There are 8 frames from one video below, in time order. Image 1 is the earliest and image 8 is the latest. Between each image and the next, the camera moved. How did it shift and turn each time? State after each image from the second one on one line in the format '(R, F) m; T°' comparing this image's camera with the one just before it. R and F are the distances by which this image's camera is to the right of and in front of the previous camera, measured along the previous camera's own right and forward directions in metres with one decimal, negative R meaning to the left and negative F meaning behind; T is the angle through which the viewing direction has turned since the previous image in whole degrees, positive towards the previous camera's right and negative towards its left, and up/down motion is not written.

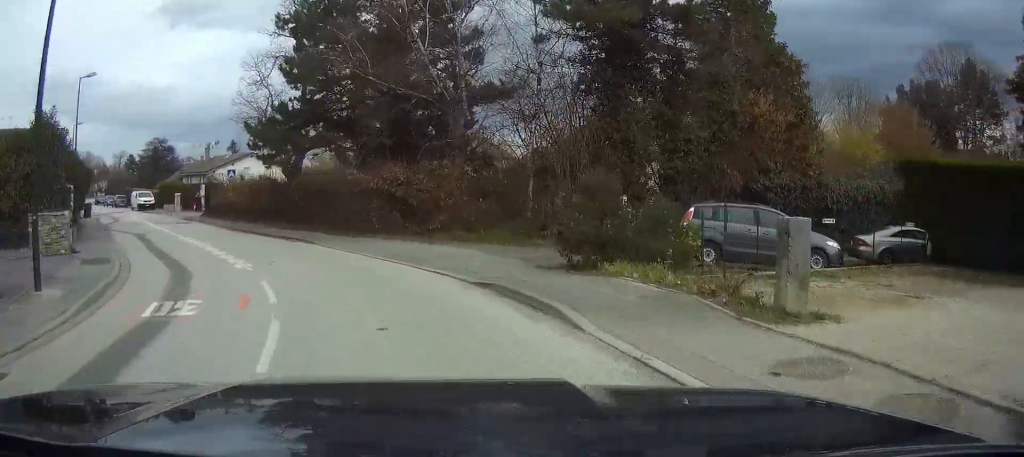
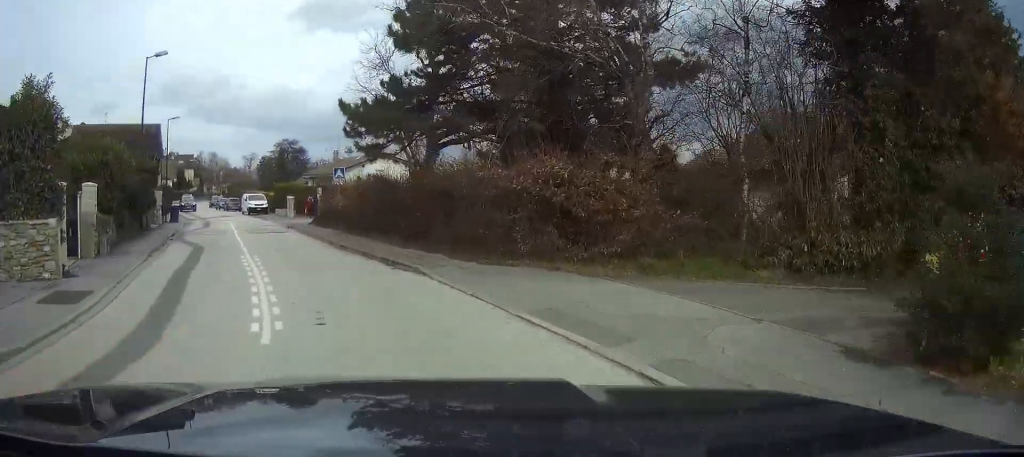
(-2.8, +7.2) m; -27°
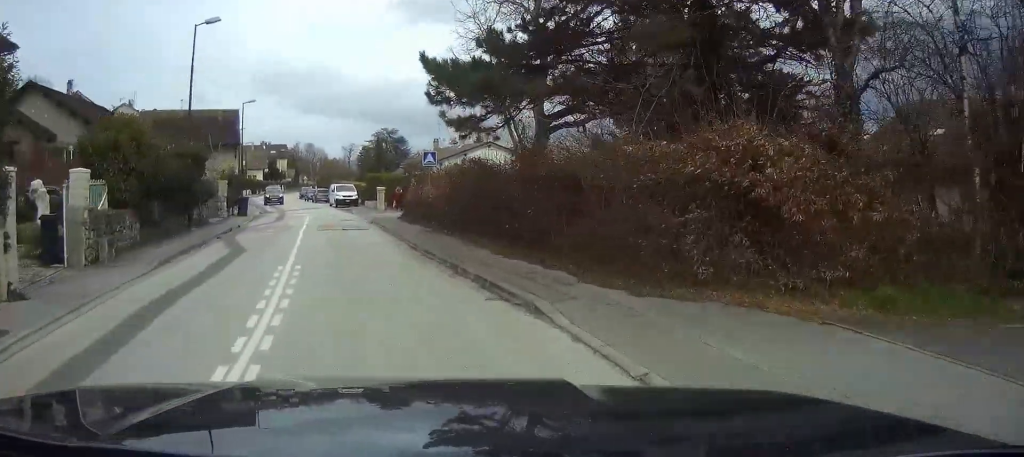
(-1.9, +6.2) m; -15°
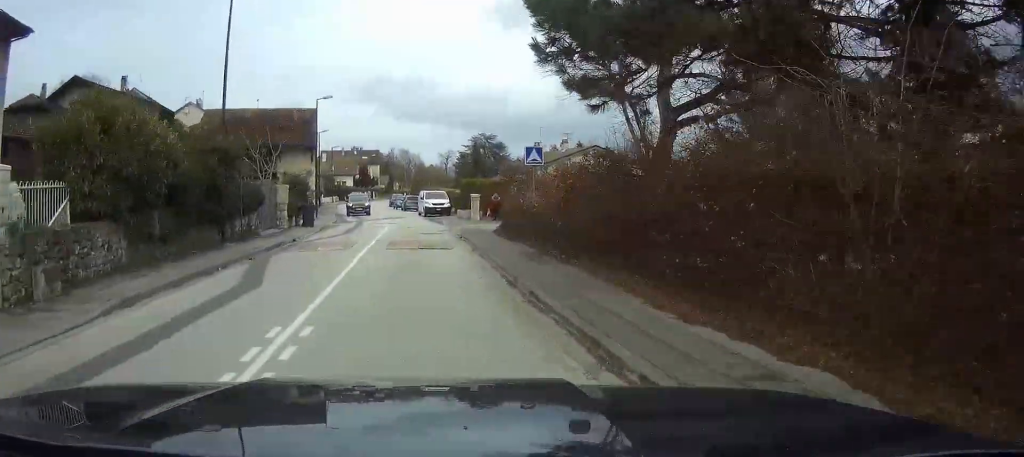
(+0.1, +7.4) m; 0°
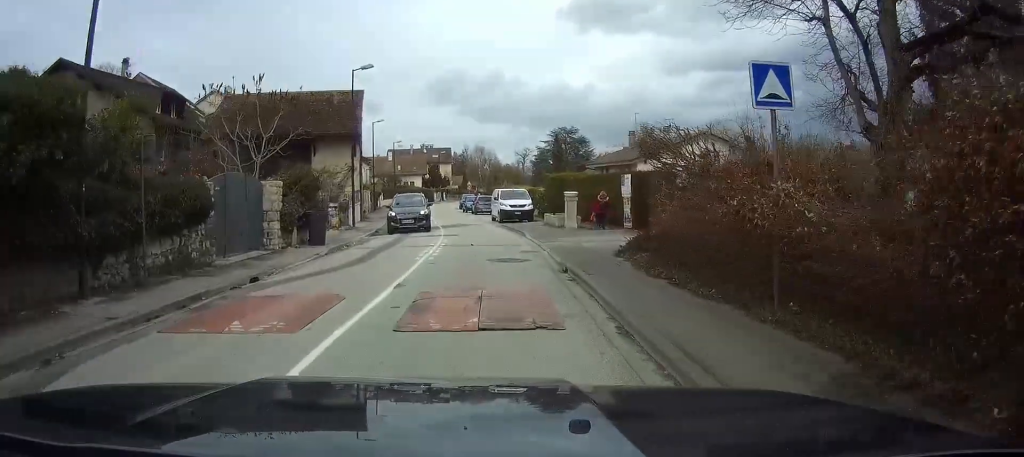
(+0.2, +15.3) m; 0°
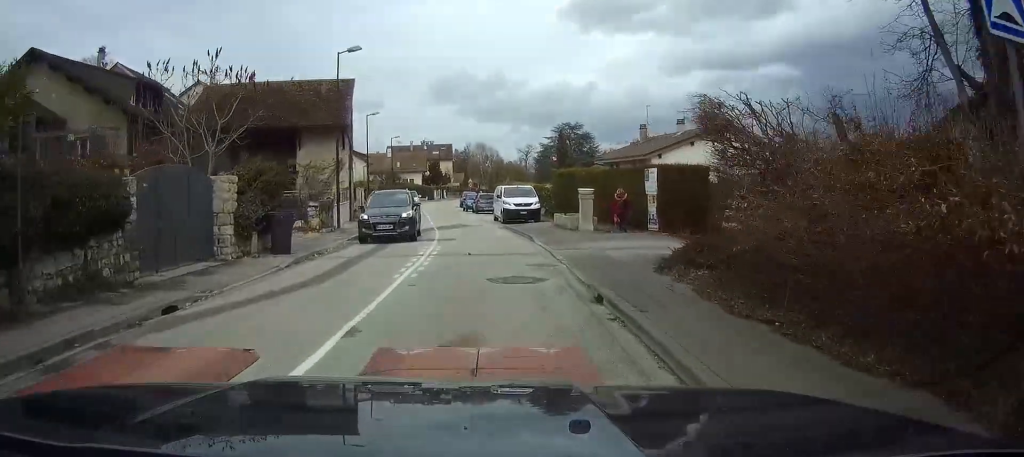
(0.0, +5.3) m; -2°
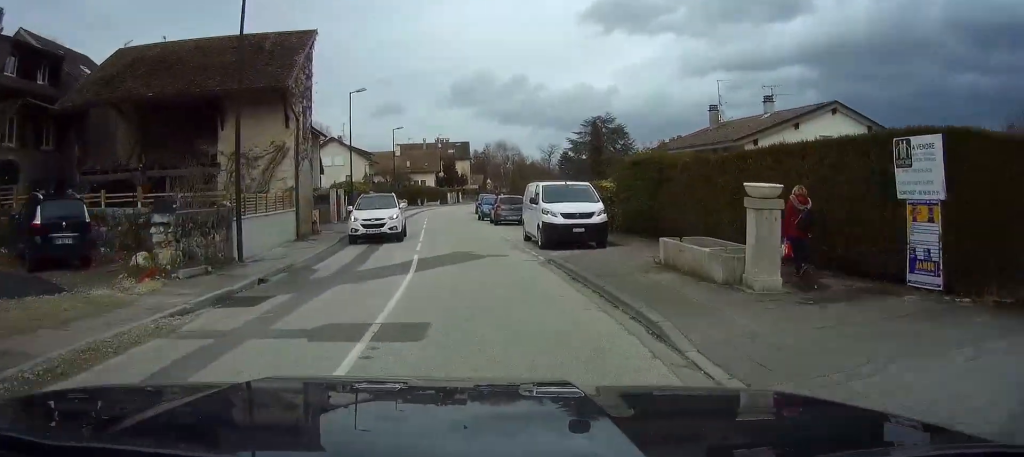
(-2.3, +18.9) m; -16°
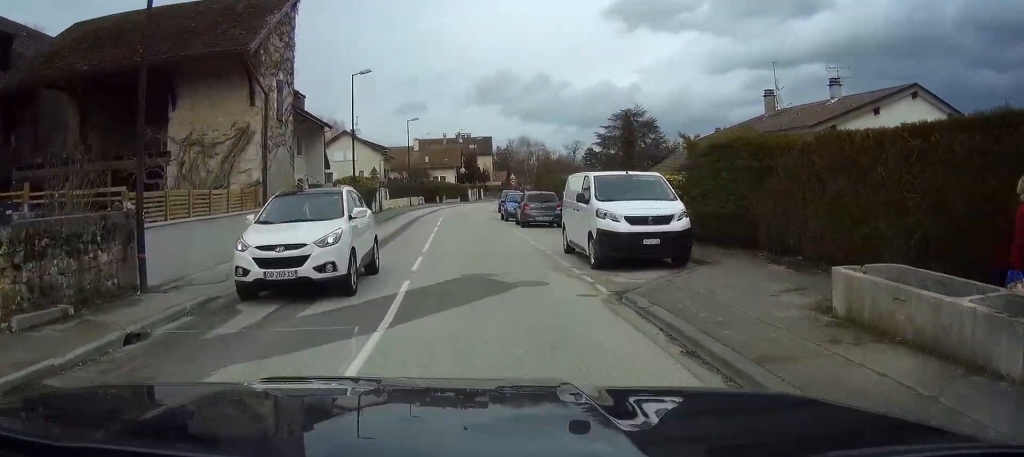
(-0.5, +8.3) m; -3°
